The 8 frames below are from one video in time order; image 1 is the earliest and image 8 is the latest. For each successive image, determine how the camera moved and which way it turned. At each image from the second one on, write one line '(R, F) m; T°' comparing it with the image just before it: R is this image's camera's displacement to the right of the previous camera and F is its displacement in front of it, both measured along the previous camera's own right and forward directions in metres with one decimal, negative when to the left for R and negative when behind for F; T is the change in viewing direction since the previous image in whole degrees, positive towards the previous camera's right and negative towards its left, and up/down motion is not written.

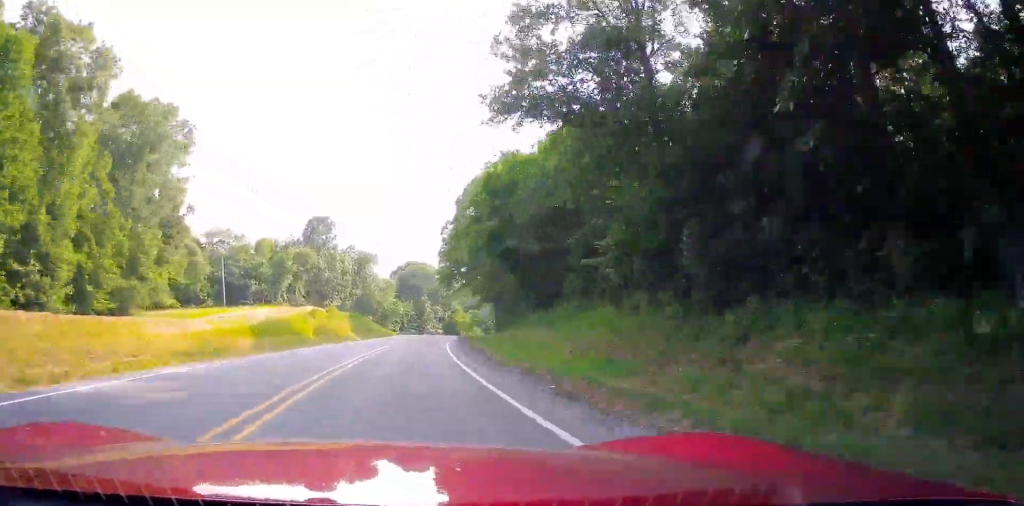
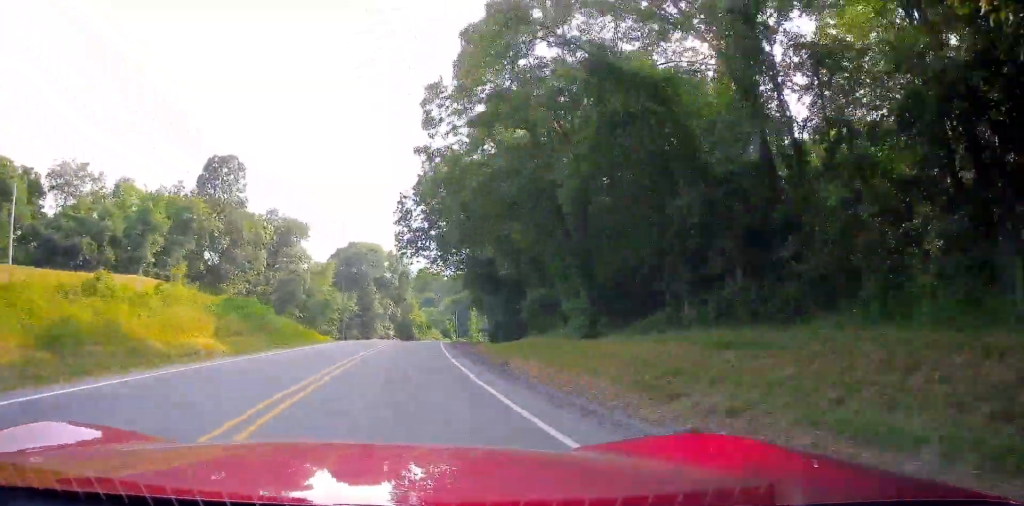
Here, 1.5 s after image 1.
(+0.5, +39.0) m; +3°
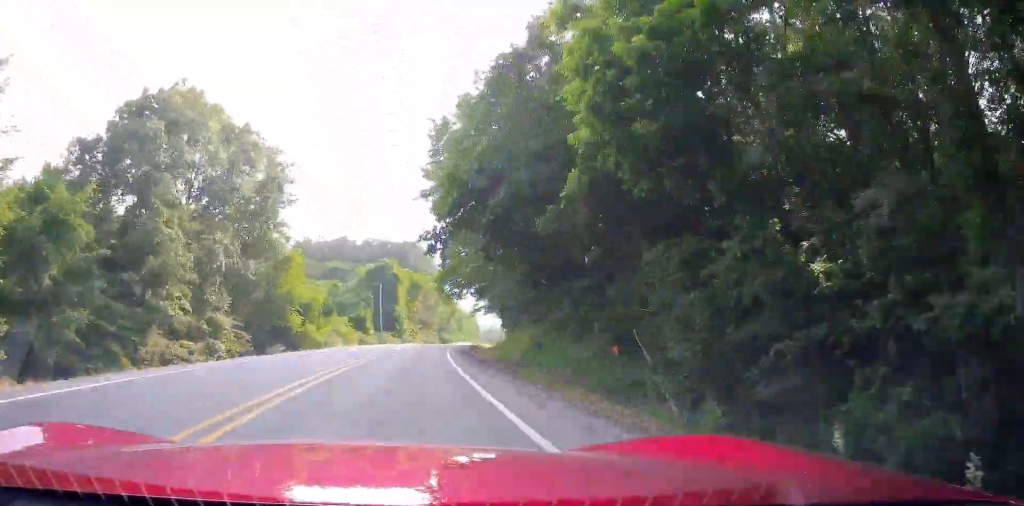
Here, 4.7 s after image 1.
(+7.1, +78.2) m; +12°
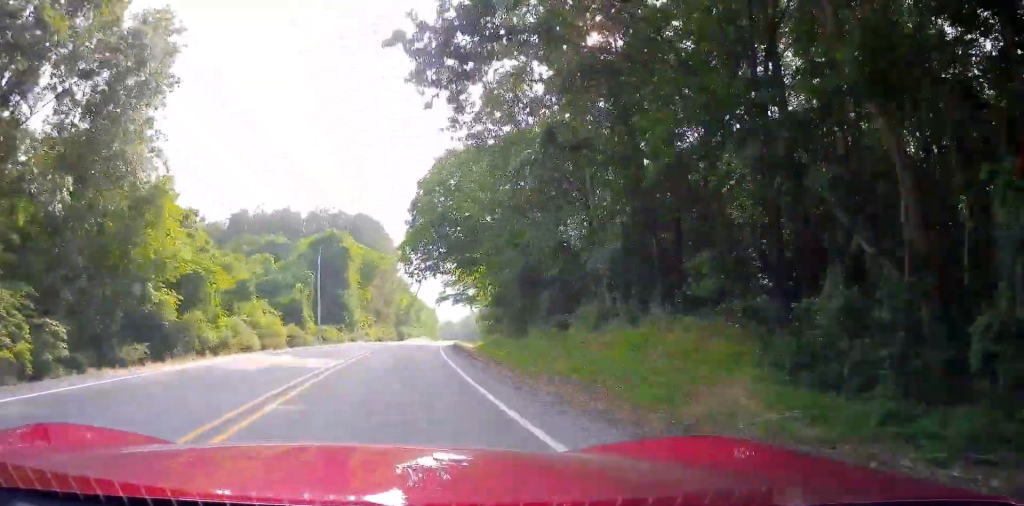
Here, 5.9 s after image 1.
(+1.2, +27.6) m; +4°
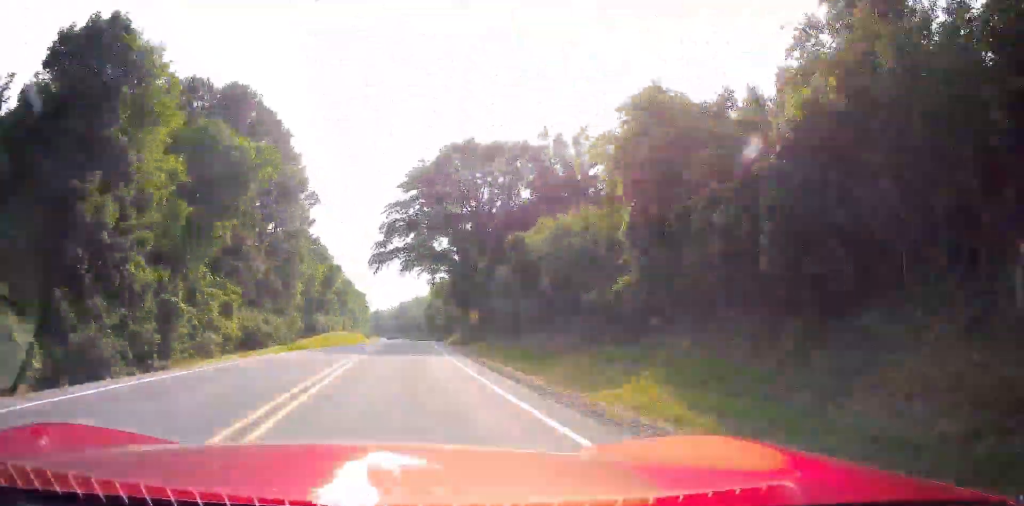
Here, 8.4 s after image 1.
(+4.1, +62.4) m; +6°
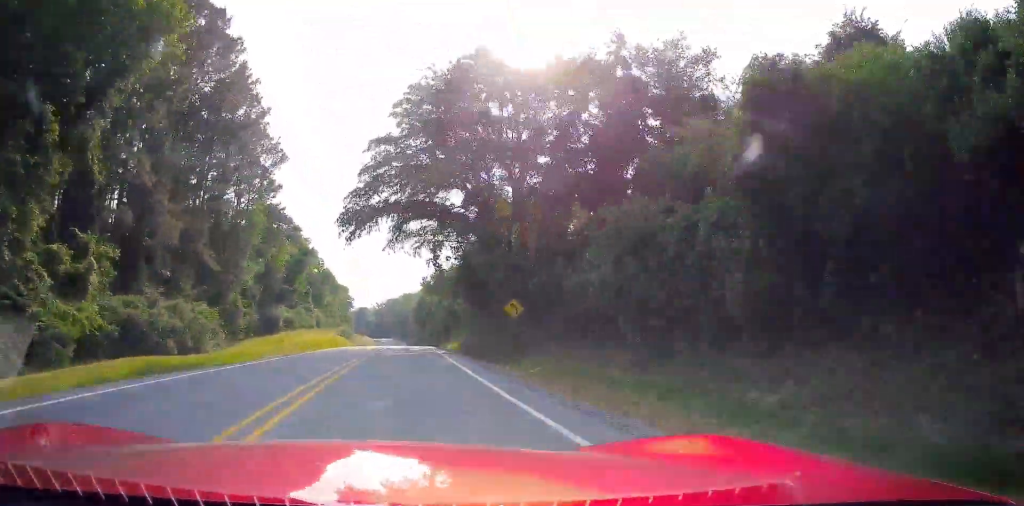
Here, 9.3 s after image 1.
(-0.8, +23.3) m; +2°
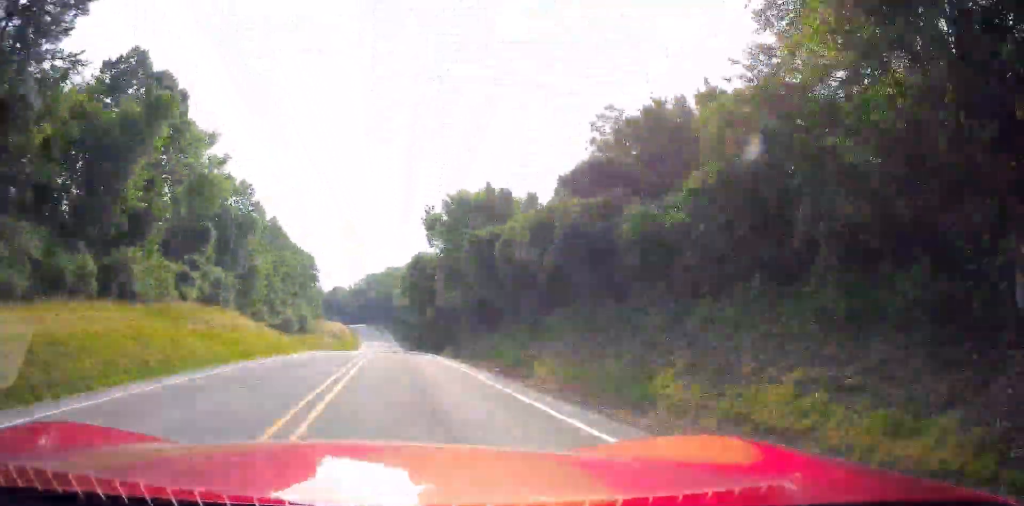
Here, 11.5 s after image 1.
(+4.0, +57.2) m; +4°
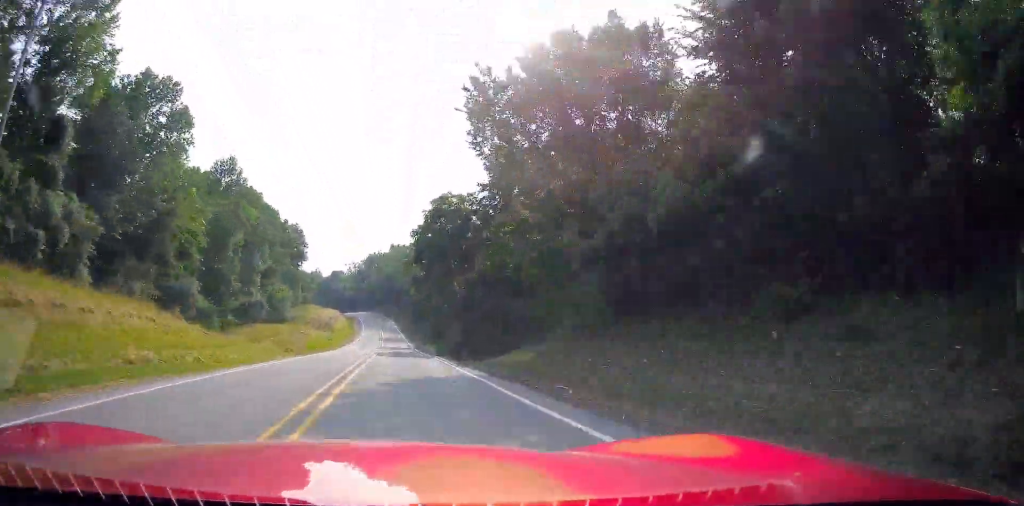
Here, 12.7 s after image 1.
(0.0, +30.4) m; 0°
